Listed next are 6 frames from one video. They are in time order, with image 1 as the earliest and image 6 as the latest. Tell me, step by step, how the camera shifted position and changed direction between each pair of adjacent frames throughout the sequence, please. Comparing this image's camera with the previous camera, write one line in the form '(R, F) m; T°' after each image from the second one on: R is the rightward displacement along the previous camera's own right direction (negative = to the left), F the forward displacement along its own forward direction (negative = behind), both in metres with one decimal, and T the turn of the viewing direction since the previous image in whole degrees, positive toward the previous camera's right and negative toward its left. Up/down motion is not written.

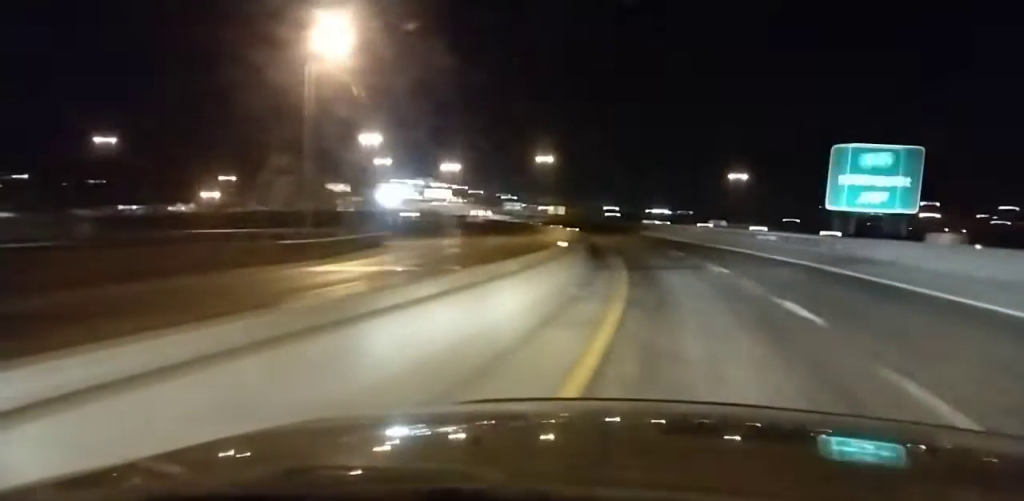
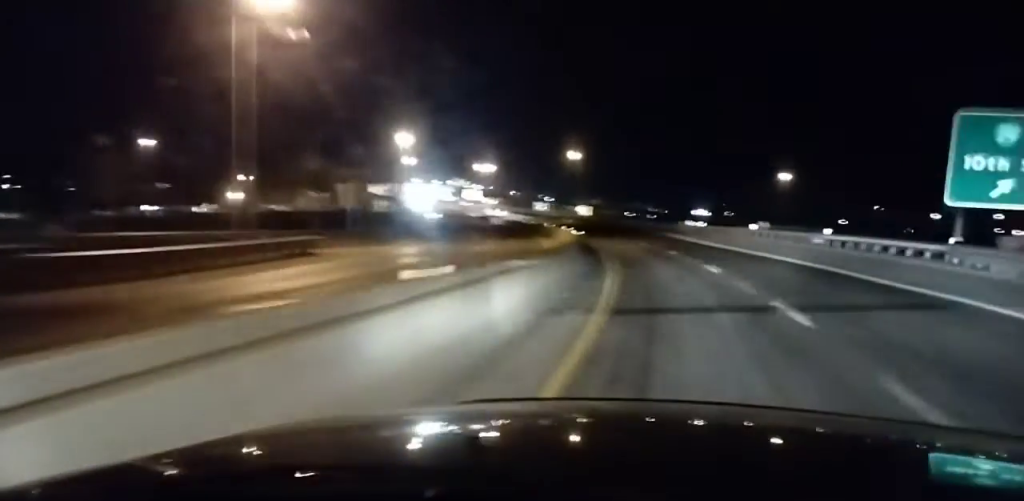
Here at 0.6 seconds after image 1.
(-0.7, +12.4) m; -2°
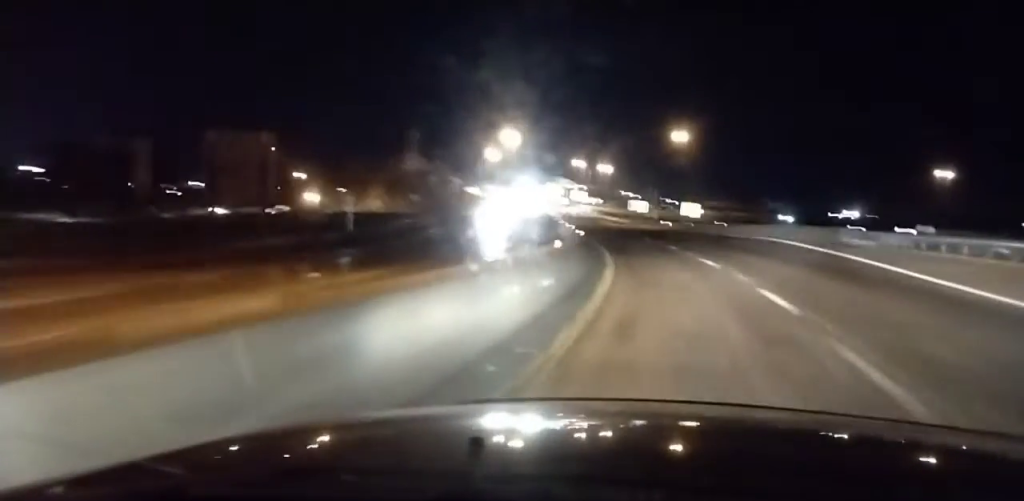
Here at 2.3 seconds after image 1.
(-2.0, +35.4) m; -8°
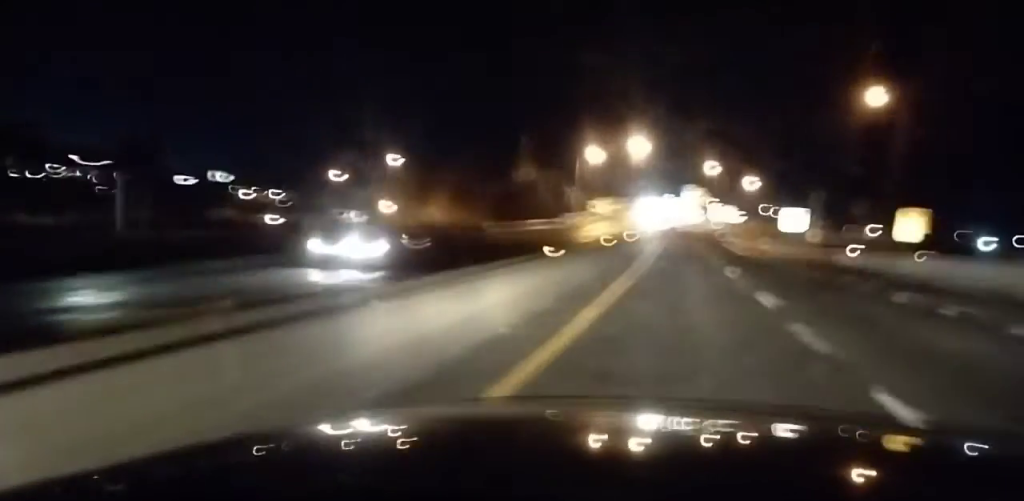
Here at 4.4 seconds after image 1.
(-5.0, +44.8) m; -10°
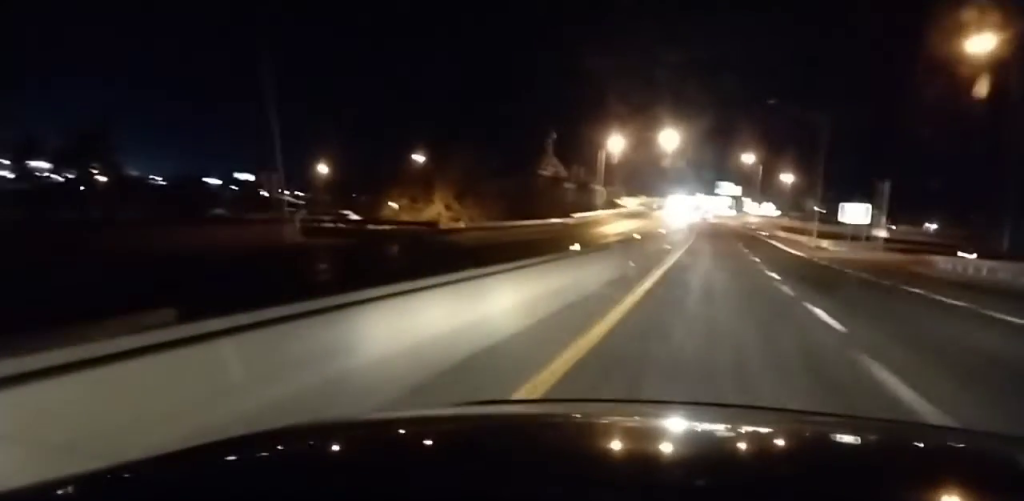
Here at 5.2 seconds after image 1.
(-0.3, +16.1) m; -1°
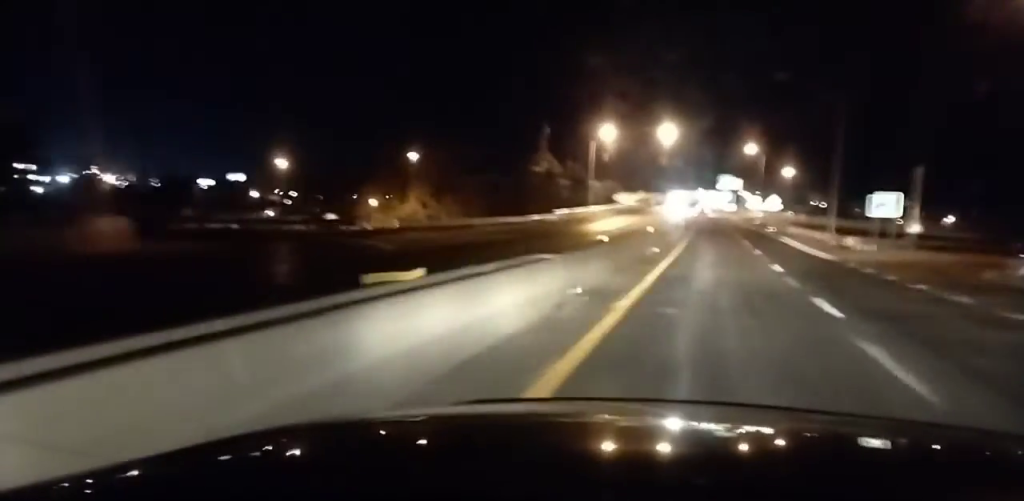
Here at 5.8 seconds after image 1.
(0.0, +11.8) m; 0°
